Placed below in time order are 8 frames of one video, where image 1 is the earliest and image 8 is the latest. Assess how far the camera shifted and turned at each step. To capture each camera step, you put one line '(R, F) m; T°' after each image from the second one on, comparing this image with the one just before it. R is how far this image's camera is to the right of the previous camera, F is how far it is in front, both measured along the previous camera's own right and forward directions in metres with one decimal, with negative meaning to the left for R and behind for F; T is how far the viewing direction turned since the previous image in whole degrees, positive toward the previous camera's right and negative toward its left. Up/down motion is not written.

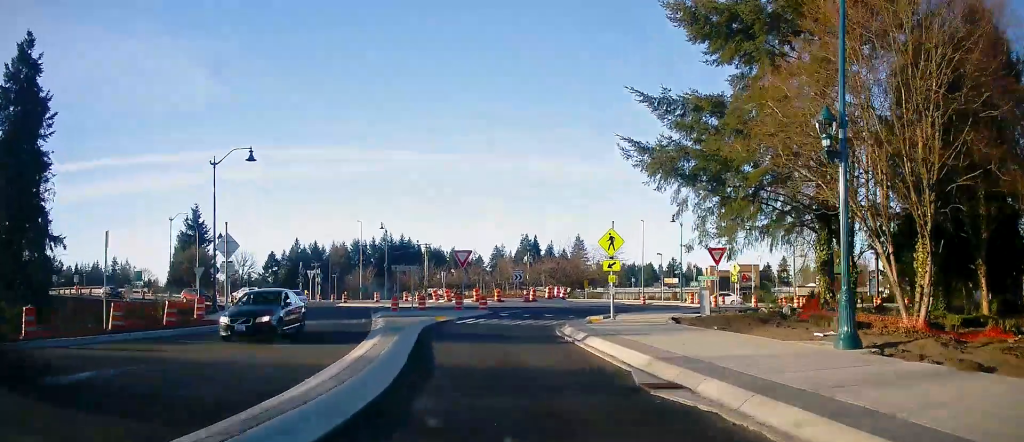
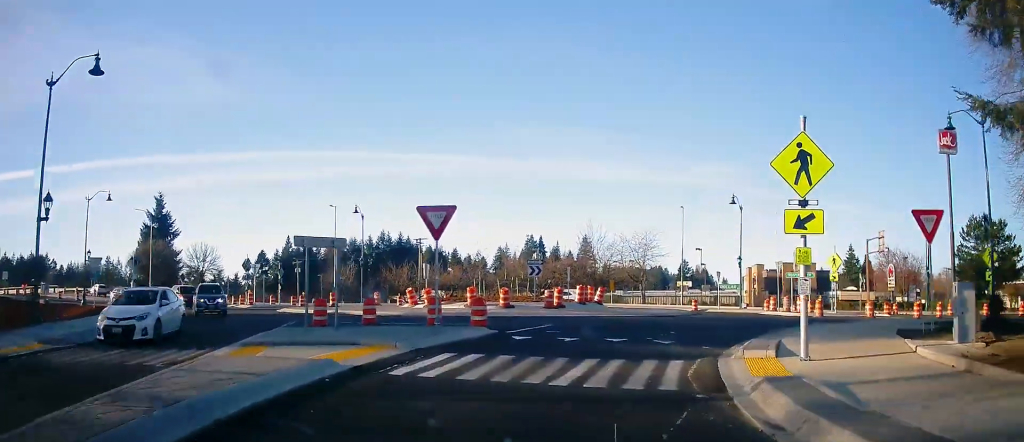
(-0.4, +16.0) m; +2°
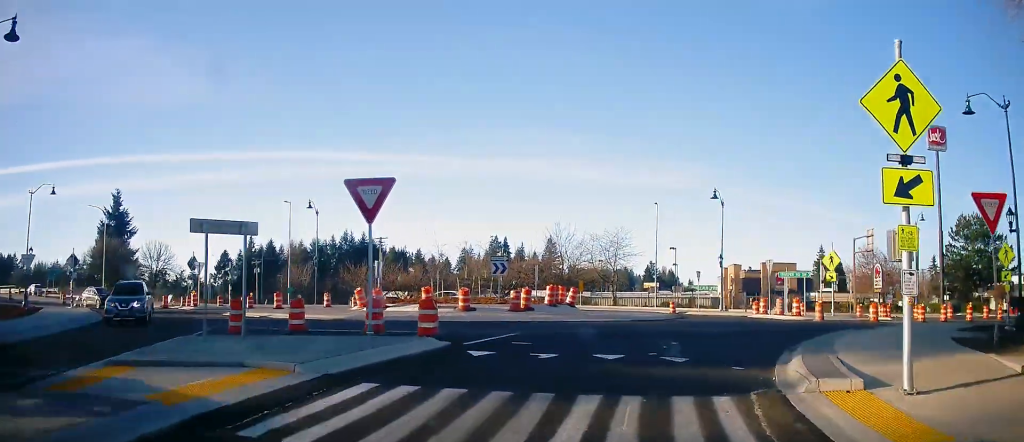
(+0.3, +3.7) m; +4°
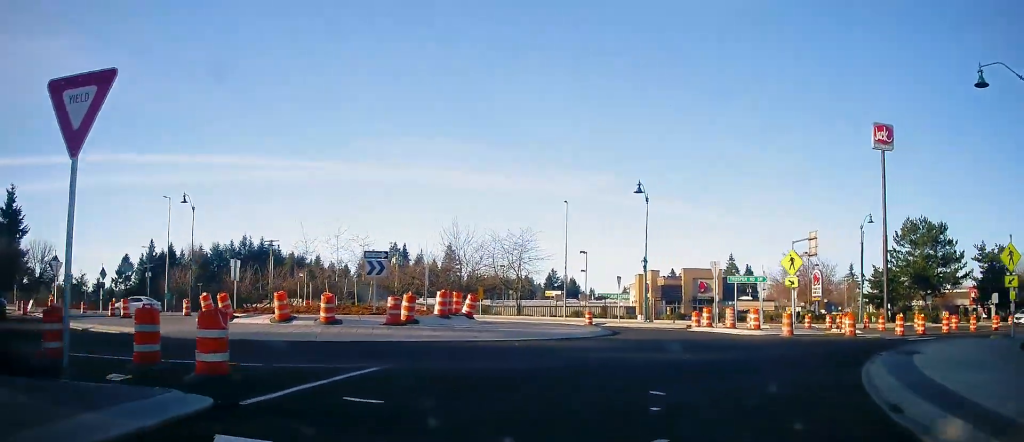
(+0.2, +6.5) m; +6°
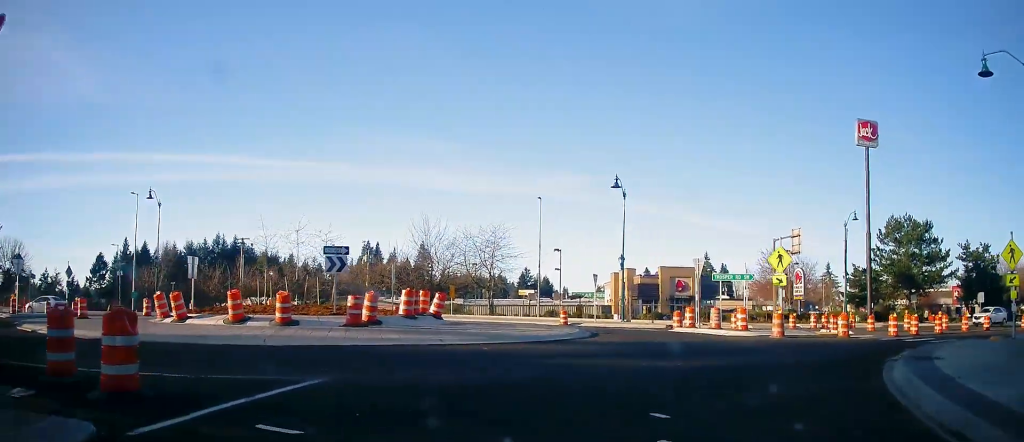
(+0.1, +1.8) m; +3°
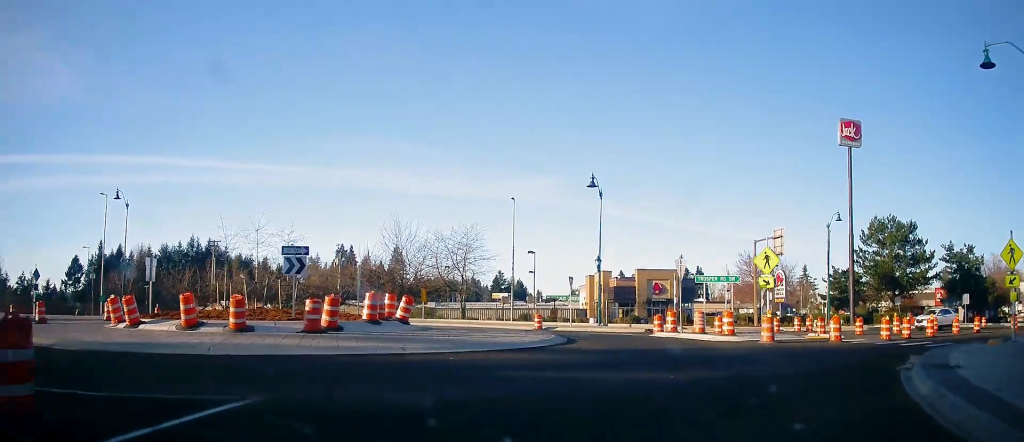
(0.0, +2.0) m; +4°
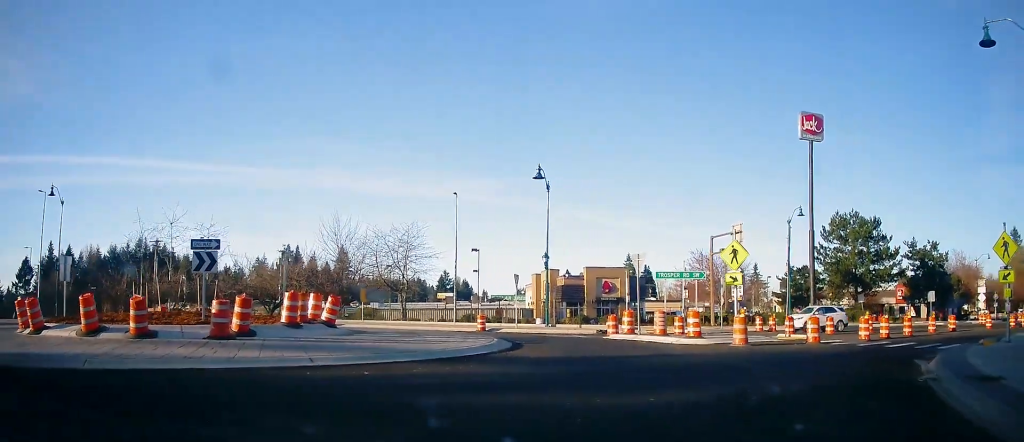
(+0.1, +2.9) m; +9°
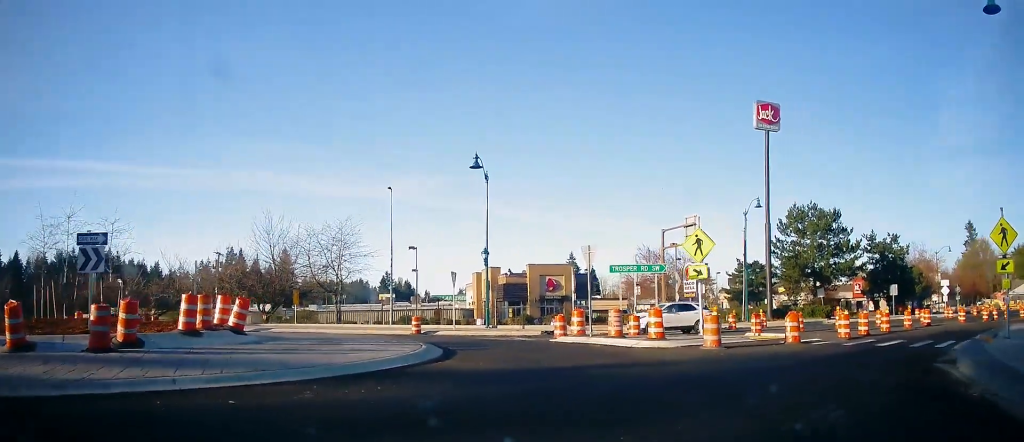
(+0.1, +2.7) m; +9°
